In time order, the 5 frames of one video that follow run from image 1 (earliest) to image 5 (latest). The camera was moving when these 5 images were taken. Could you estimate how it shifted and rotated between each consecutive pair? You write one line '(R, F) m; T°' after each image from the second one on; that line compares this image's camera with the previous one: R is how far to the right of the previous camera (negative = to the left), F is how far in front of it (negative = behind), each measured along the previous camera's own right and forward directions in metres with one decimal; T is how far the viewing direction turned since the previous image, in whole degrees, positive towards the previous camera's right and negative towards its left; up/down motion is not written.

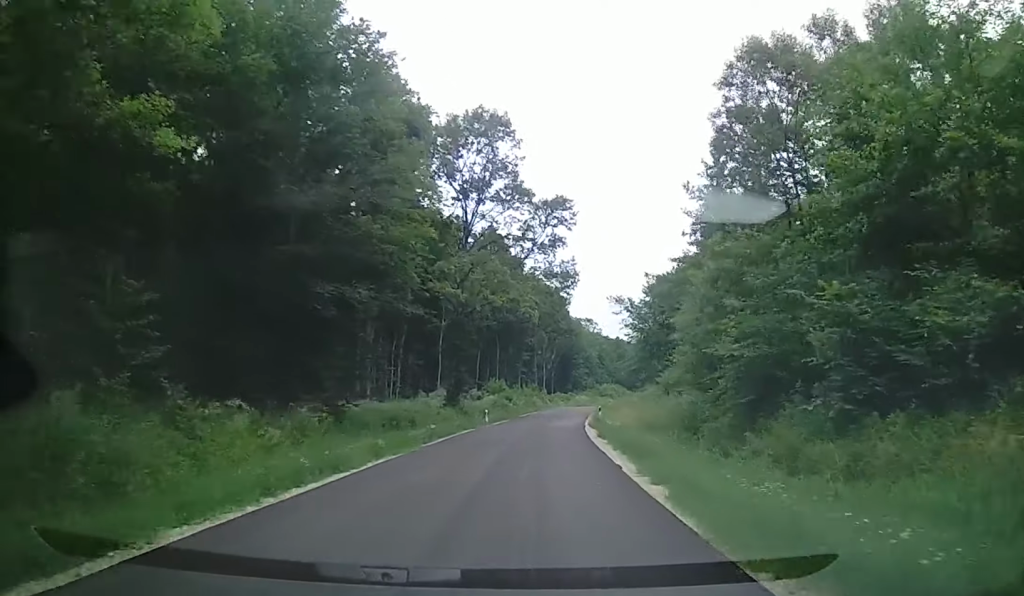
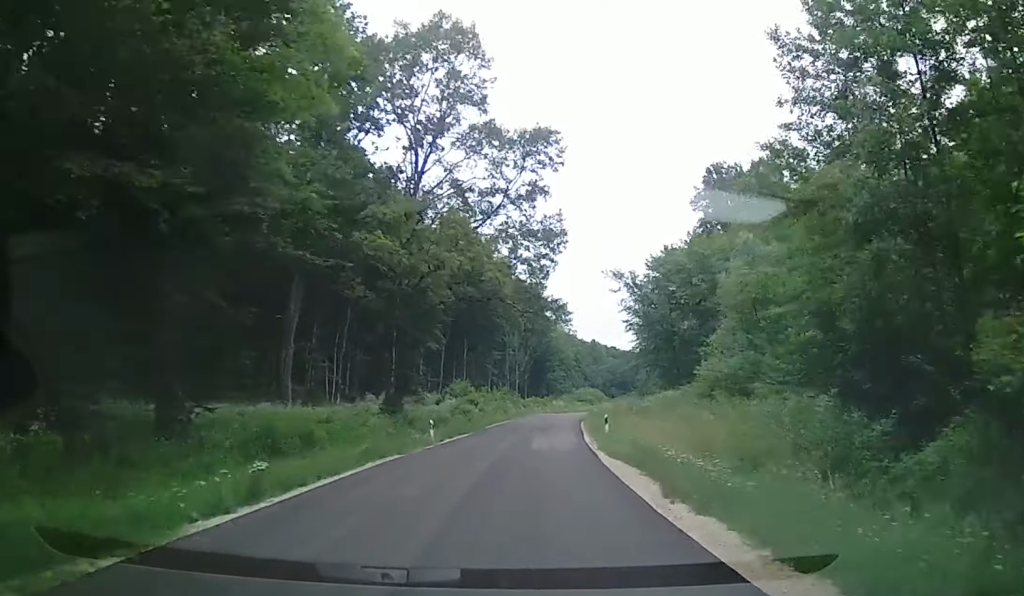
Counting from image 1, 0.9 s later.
(+1.4, +14.7) m; +7°
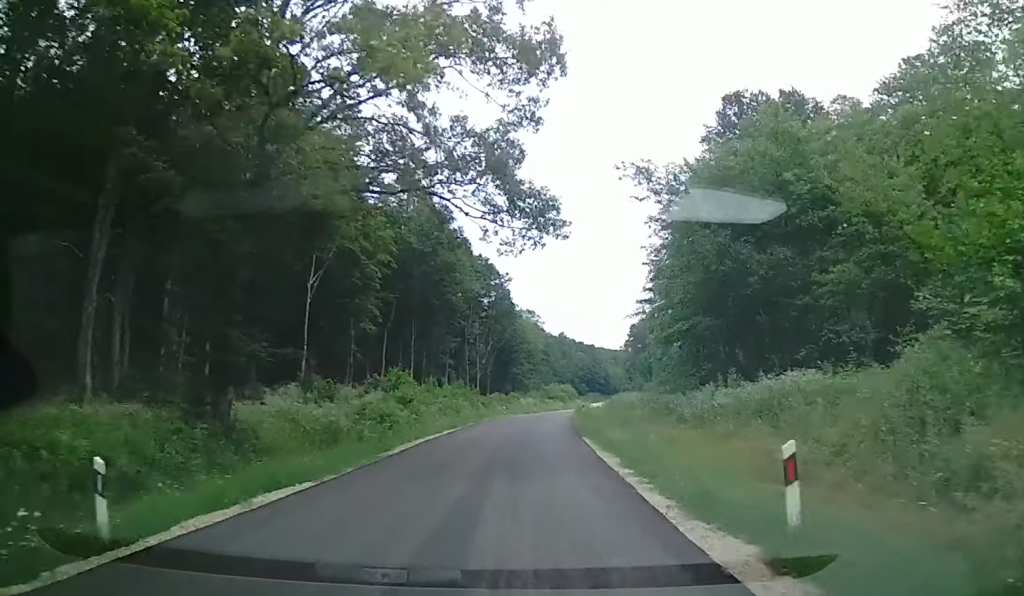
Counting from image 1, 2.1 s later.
(+0.4, +20.7) m; +3°
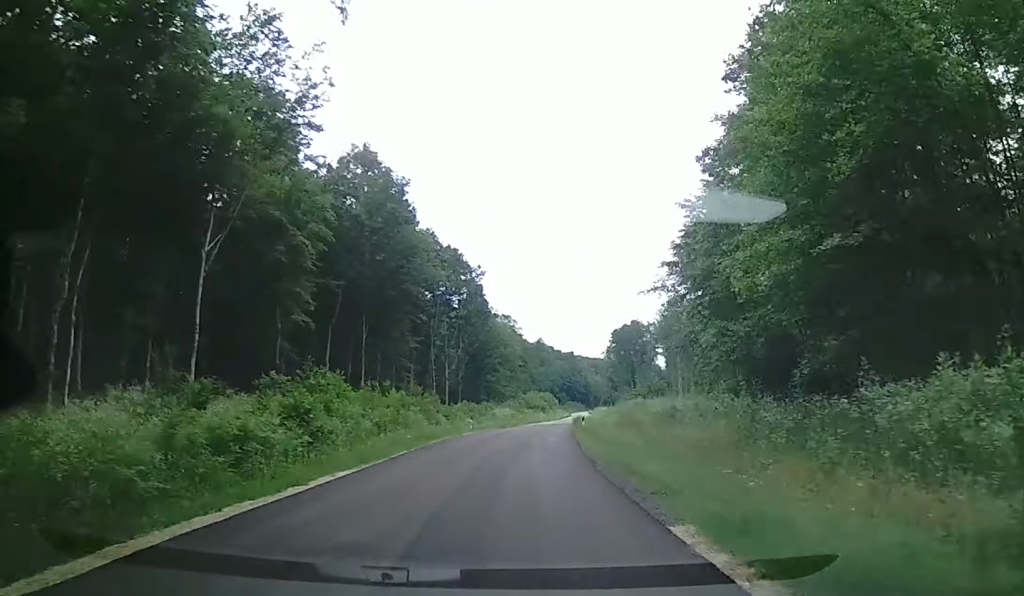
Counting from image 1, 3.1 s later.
(+0.6, +16.0) m; +9°
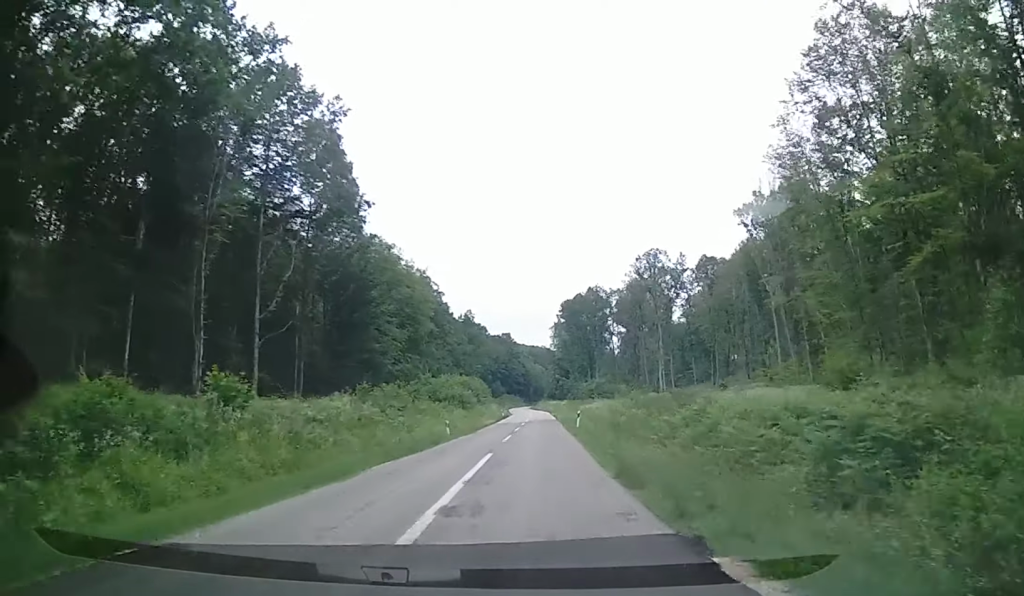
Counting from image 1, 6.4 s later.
(+3.6, +58.3) m; 0°
